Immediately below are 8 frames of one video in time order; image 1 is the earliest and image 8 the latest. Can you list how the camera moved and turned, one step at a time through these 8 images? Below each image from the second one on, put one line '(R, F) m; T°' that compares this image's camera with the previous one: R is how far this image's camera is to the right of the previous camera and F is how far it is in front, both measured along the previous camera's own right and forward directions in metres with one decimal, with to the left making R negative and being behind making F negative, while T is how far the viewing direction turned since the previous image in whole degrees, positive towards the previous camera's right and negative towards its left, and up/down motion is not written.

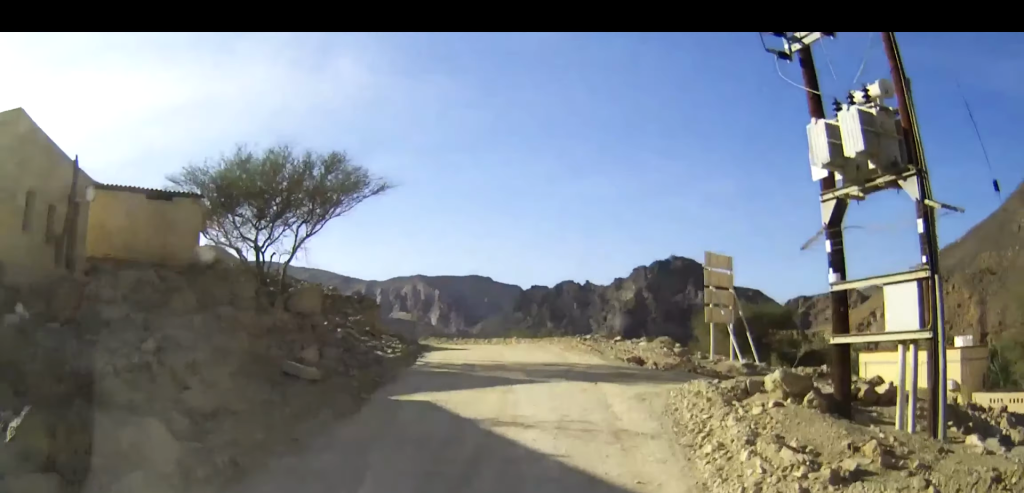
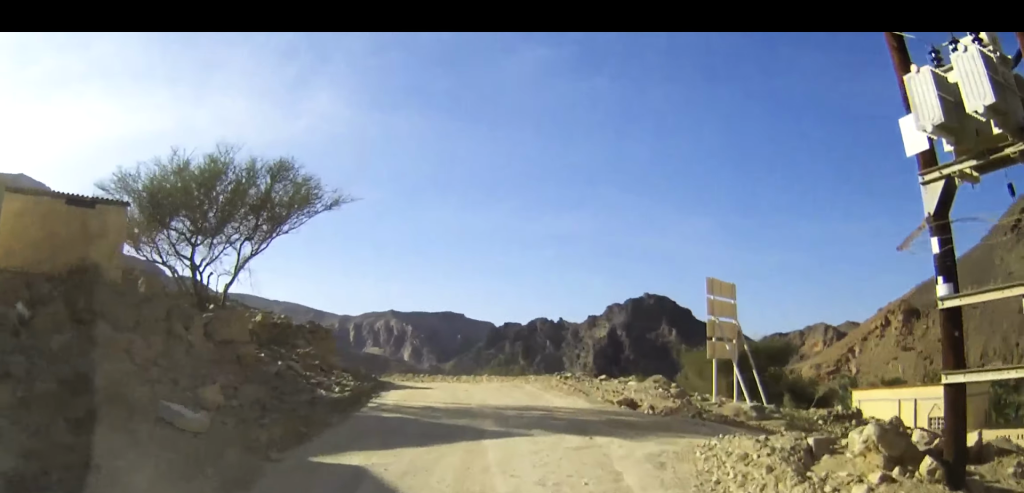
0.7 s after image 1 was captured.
(+0.2, +3.3) m; +4°
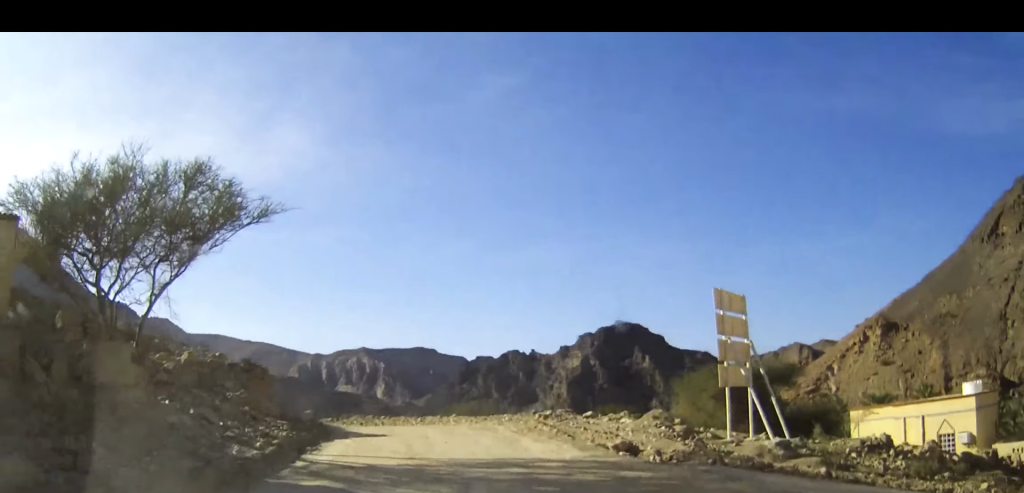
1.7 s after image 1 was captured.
(+0.1, +3.9) m; +2°
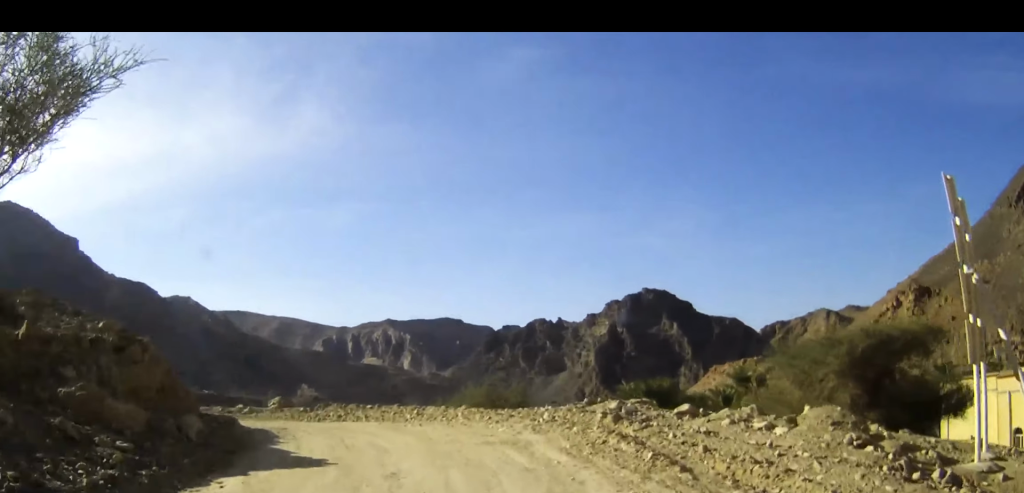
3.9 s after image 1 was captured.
(-0.1, +8.7) m; -4°
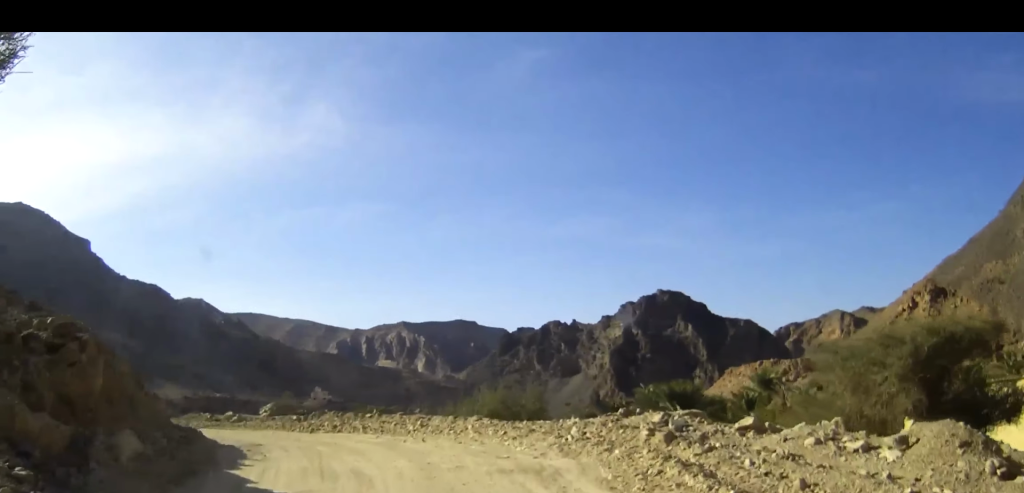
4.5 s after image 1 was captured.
(-0.1, +2.6) m; -2°
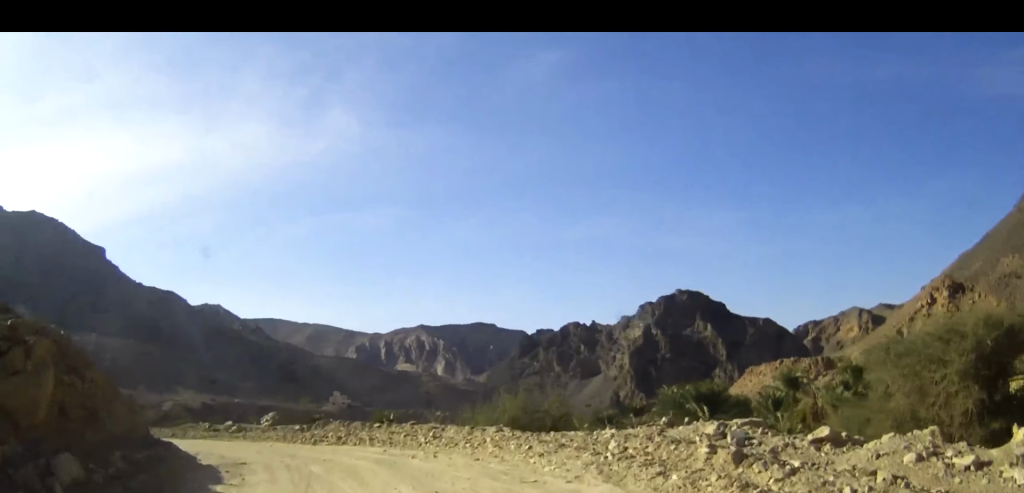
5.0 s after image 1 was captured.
(0.0, +1.9) m; -2°
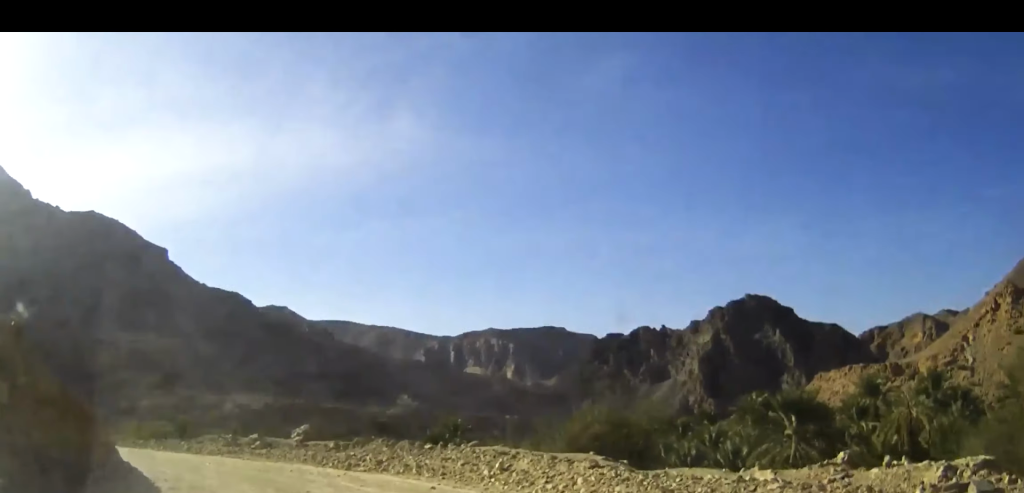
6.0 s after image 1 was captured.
(-0.1, +4.1) m; -5°
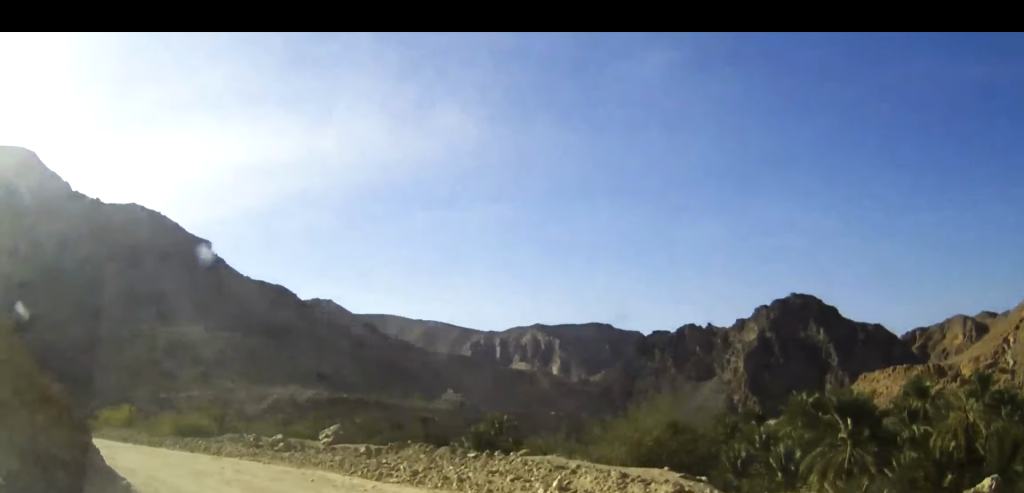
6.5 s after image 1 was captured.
(-0.1, +2.0) m; -3°
